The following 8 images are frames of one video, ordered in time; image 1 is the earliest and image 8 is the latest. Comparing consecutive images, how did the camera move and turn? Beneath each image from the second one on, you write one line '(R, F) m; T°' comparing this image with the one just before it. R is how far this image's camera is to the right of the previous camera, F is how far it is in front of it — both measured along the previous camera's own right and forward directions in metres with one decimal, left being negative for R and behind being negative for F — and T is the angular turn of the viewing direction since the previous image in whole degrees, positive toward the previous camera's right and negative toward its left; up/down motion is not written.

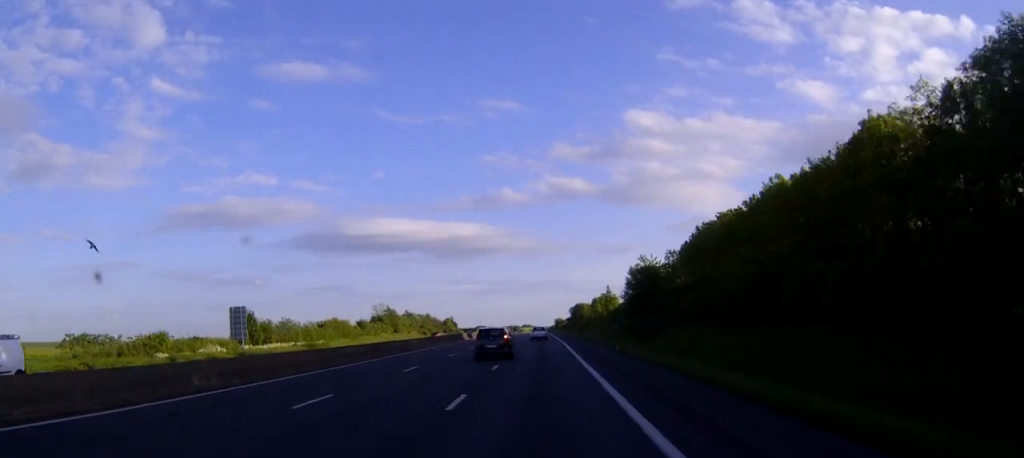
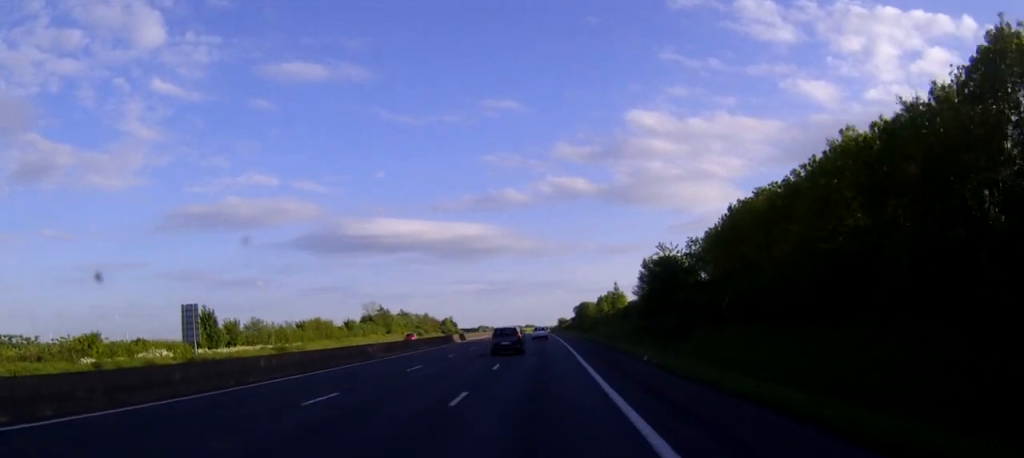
(0.0, +12.3) m; 0°
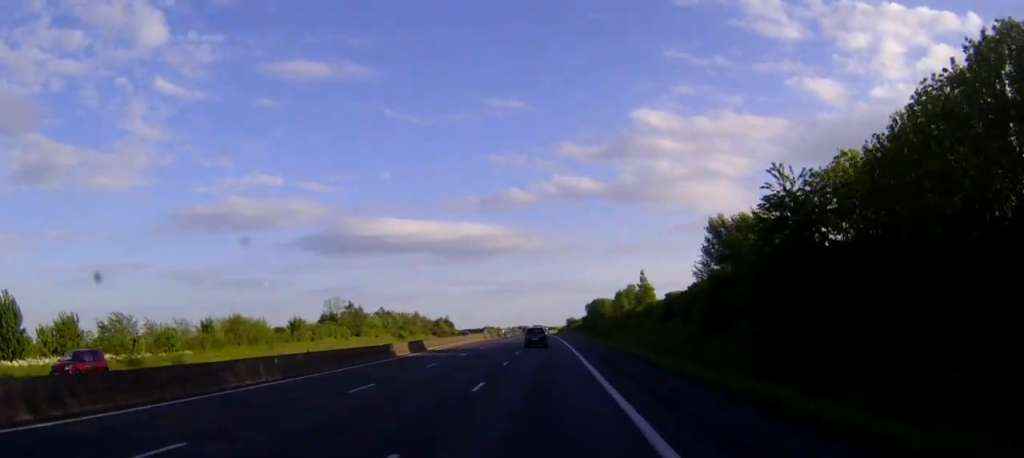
(-0.1, +35.3) m; -1°
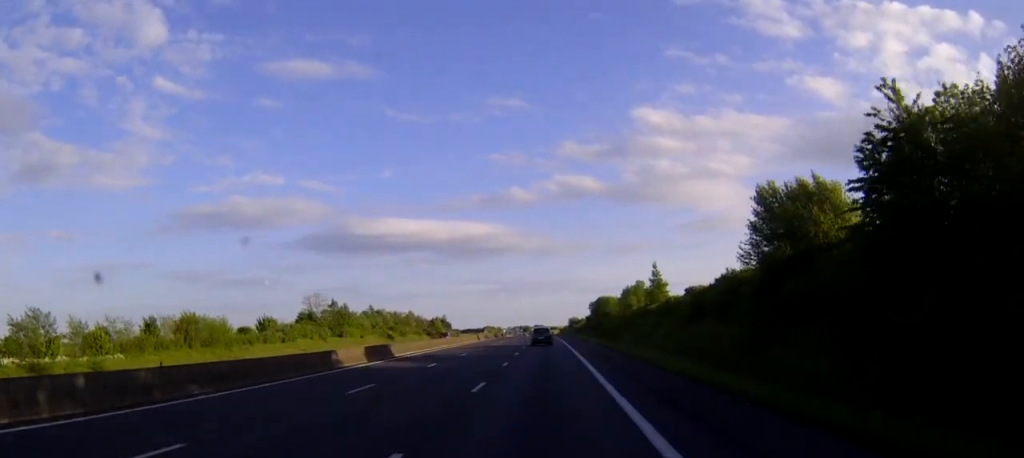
(0.0, +13.1) m; 0°
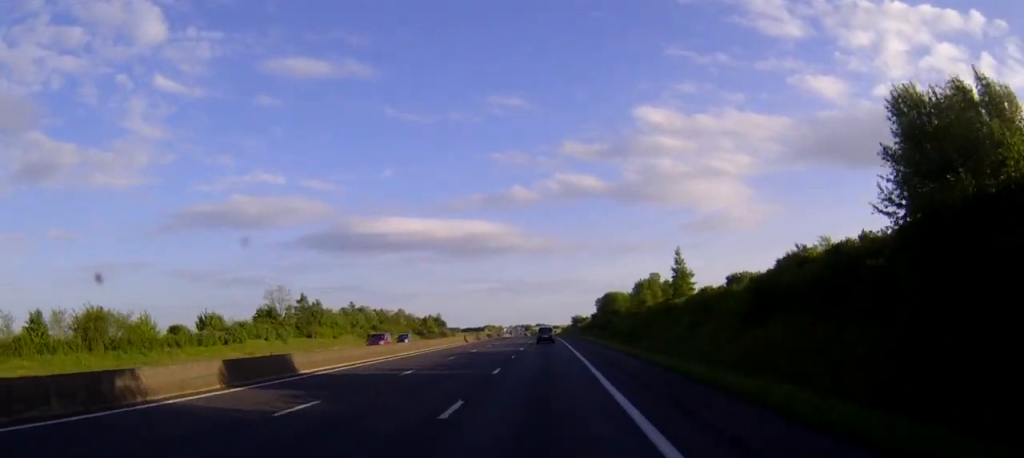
(-0.1, +18.8) m; 0°
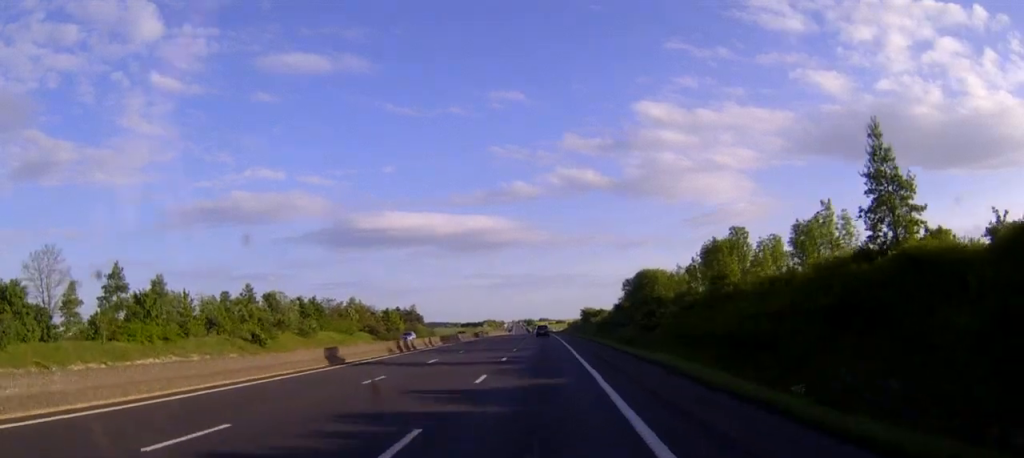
(-0.5, +57.4) m; -1°
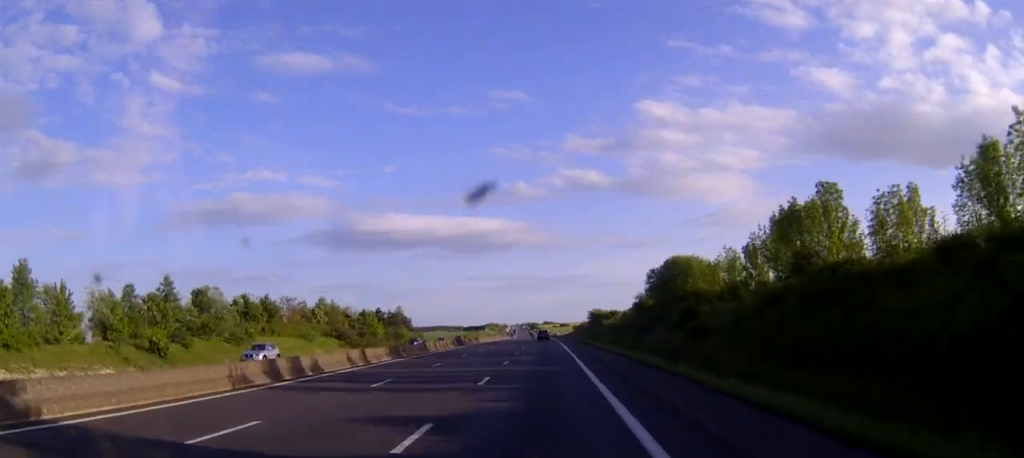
(+0.1, +24.6) m; 0°
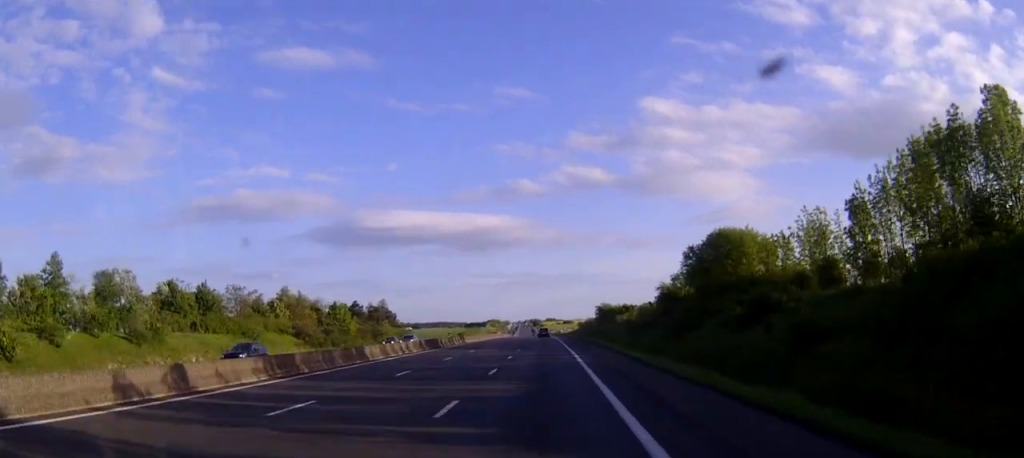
(-0.1, +22.2) m; 0°
